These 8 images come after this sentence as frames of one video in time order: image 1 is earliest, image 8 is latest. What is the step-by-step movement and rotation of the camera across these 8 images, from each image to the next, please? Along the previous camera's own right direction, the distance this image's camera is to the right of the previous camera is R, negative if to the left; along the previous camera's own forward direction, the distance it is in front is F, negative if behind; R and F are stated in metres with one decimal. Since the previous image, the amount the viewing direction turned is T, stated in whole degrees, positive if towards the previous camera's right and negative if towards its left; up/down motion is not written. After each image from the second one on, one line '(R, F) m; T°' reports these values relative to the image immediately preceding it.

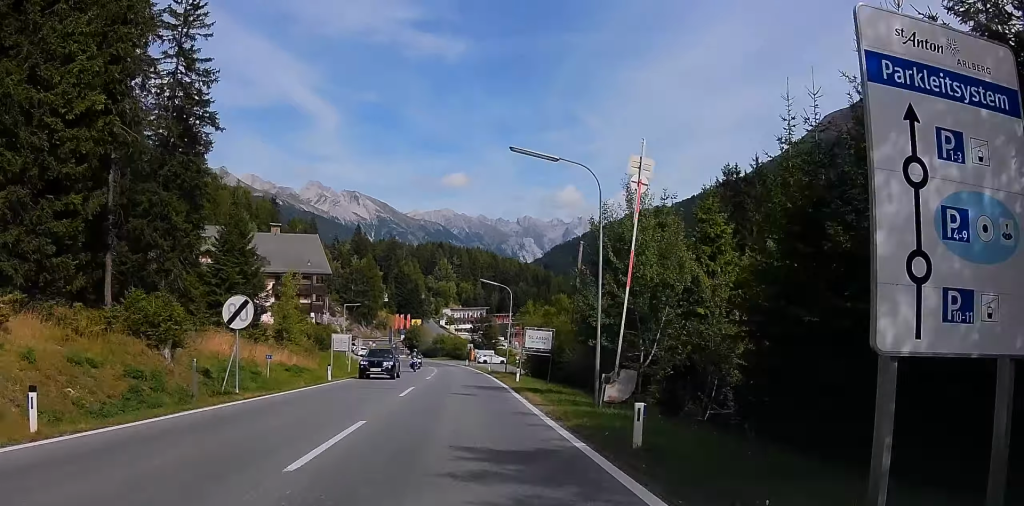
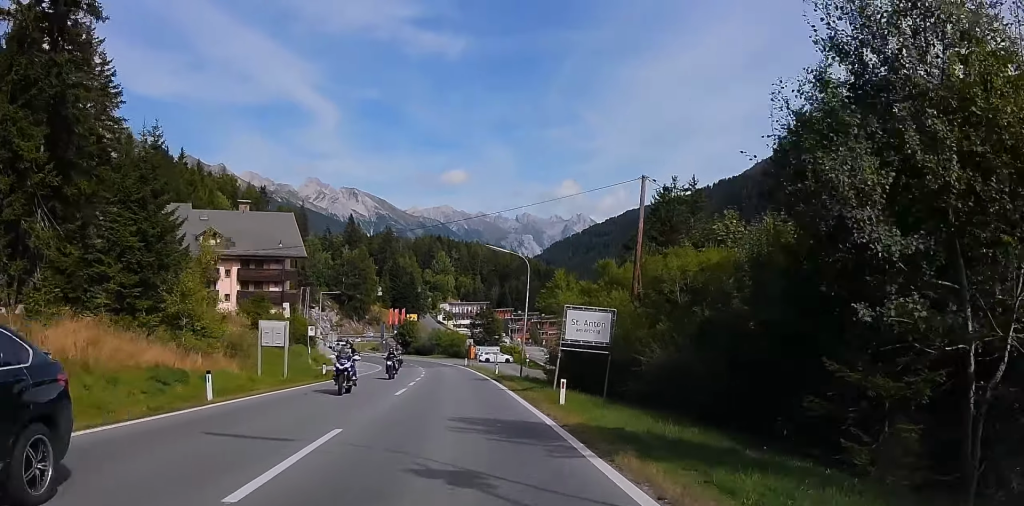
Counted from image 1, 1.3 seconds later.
(+1.0, +17.4) m; +2°
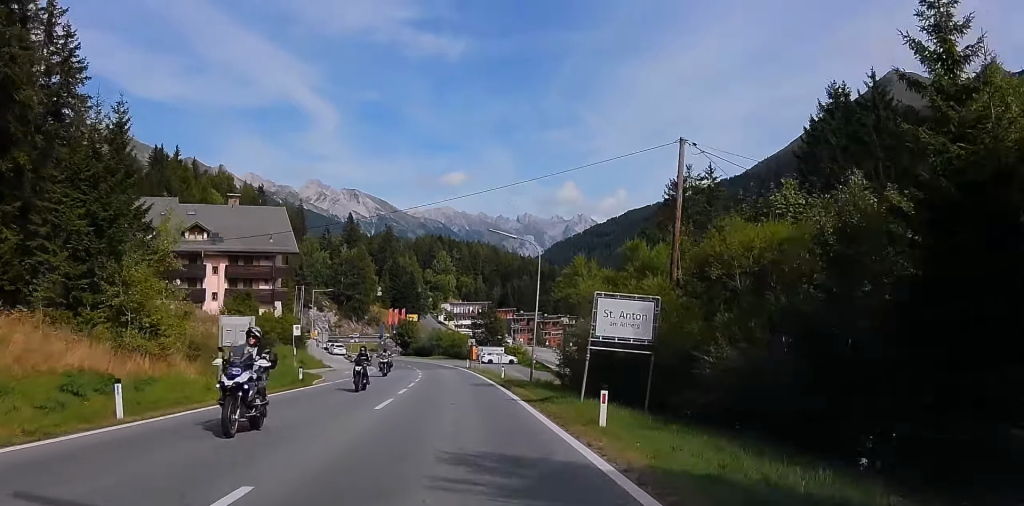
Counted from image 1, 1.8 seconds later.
(-0.1, +5.6) m; -1°
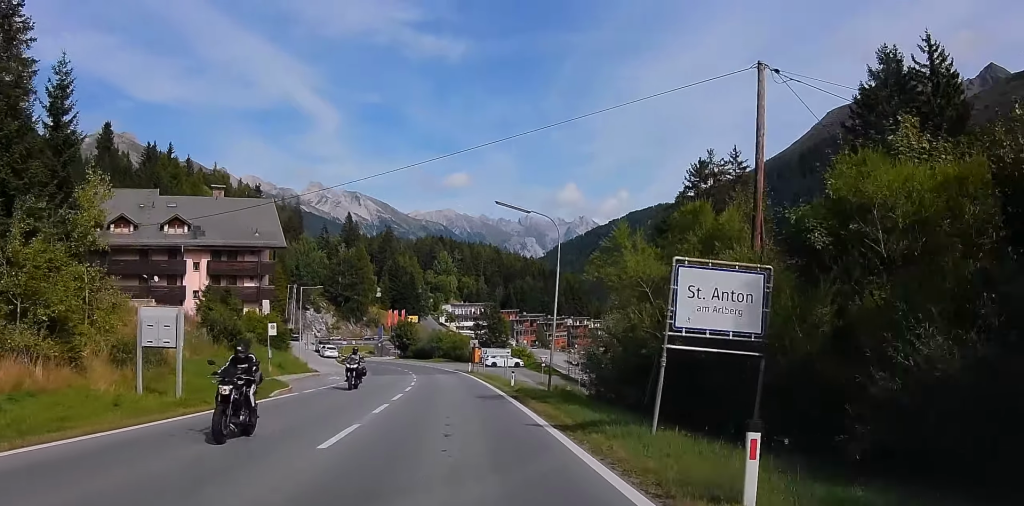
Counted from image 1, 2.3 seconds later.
(0.0, +7.2) m; +1°
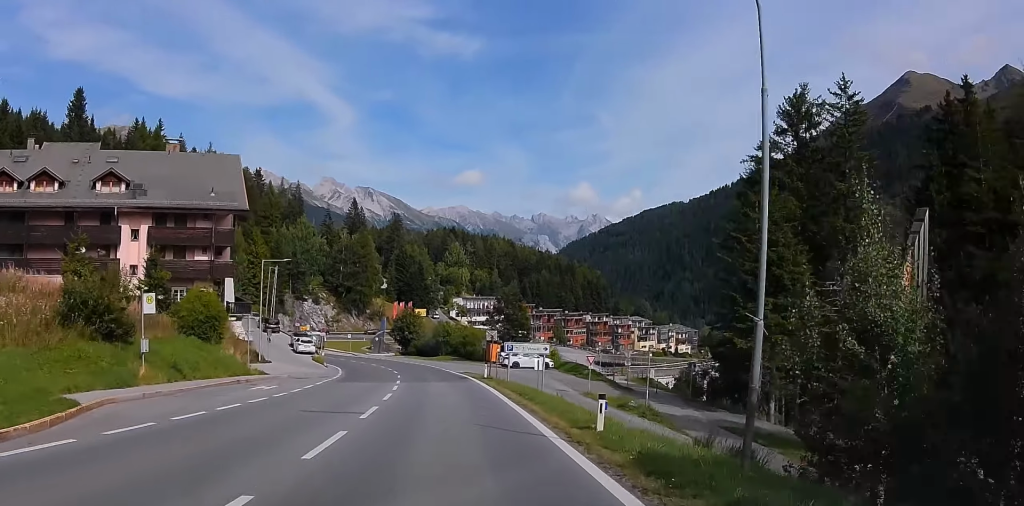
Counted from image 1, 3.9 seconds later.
(+0.7, +19.6) m; +8°
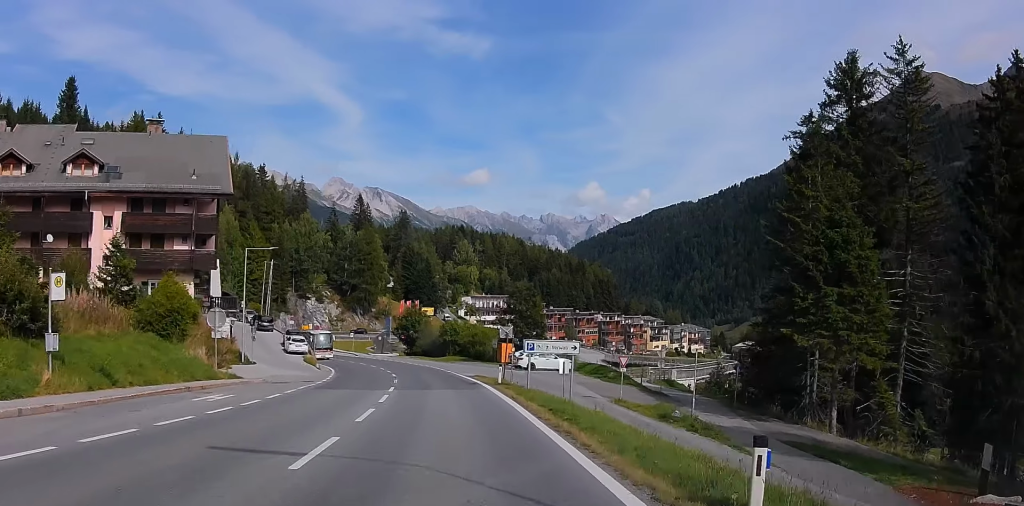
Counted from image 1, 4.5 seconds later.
(+0.5, +6.7) m; +3°
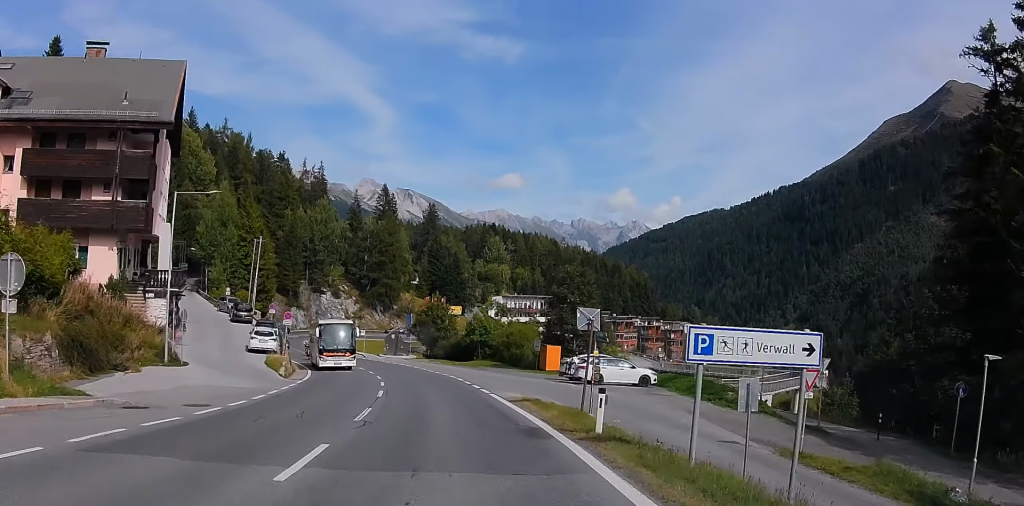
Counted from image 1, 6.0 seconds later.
(+0.2, +17.7) m; -6°
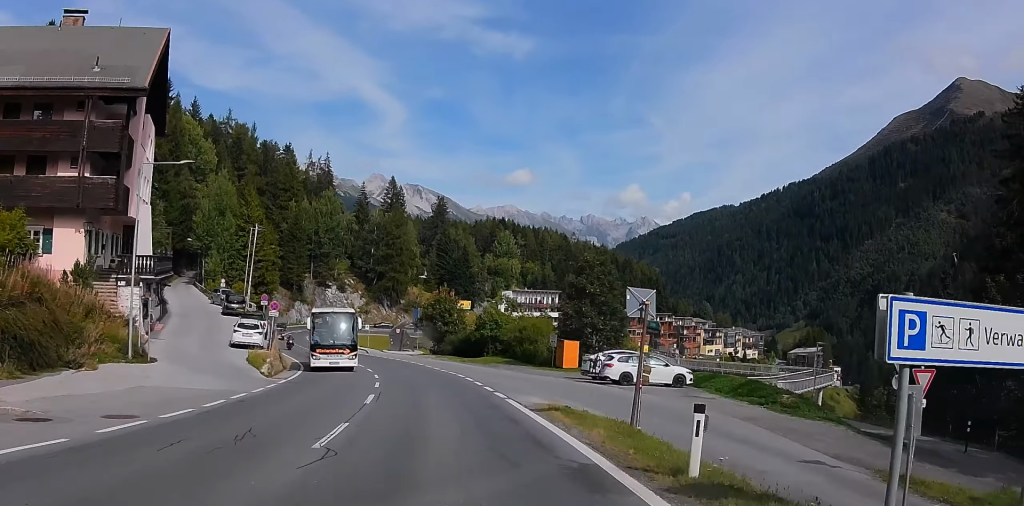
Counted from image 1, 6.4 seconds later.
(-0.5, +4.9) m; -4°
